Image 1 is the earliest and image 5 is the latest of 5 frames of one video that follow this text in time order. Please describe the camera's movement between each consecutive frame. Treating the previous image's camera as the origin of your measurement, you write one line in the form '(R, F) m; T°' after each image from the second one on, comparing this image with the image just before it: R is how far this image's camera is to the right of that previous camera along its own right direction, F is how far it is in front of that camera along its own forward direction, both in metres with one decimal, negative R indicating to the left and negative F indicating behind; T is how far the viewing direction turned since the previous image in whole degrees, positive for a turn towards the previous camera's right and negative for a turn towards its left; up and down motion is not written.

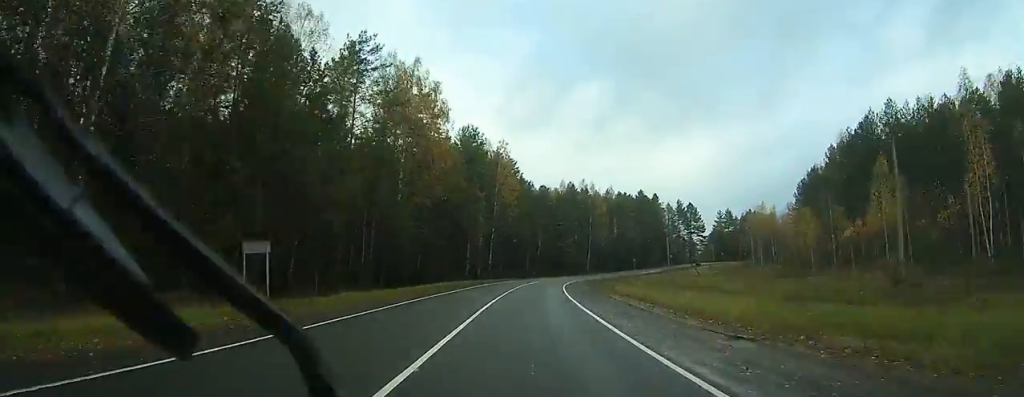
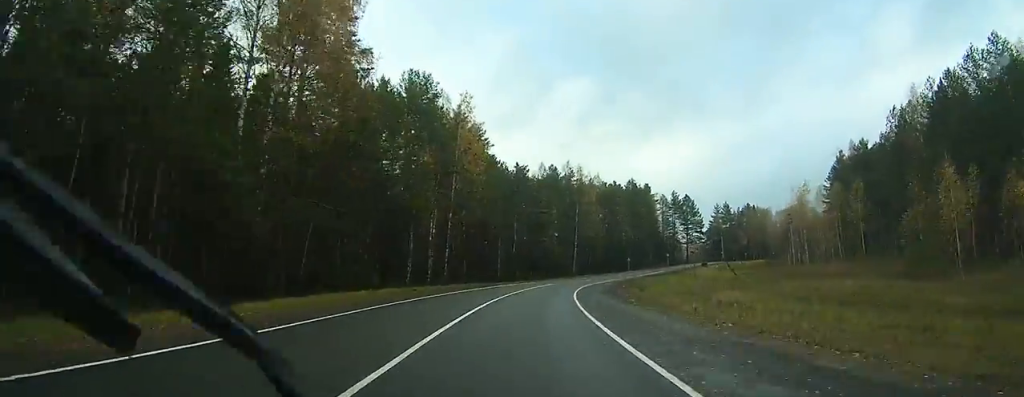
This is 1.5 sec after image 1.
(+0.5, +28.1) m; +2°
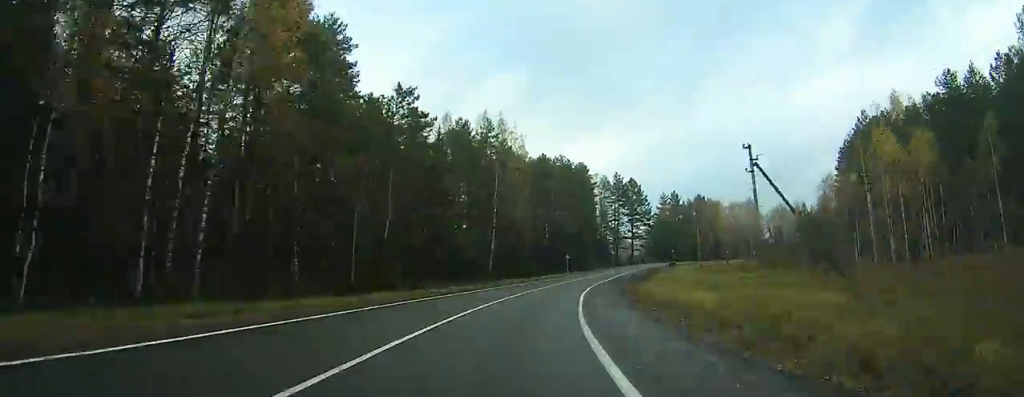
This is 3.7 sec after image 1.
(+1.7, +42.5) m; +7°
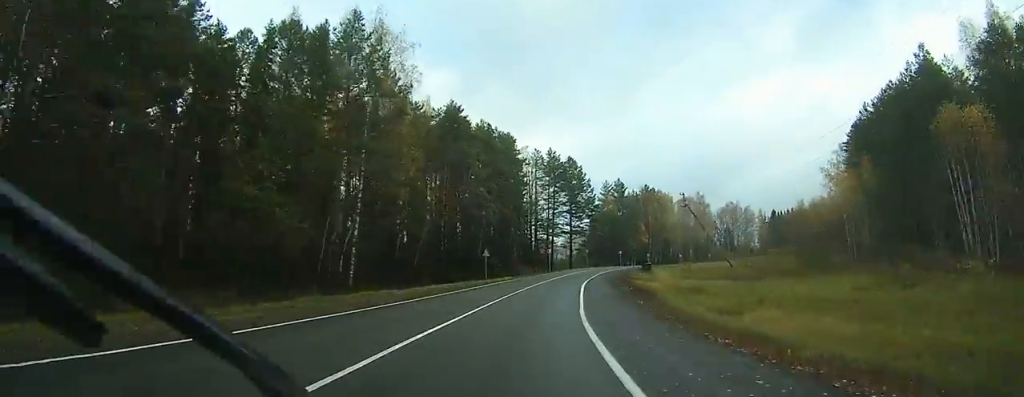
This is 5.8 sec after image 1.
(+2.7, +37.4) m; +8°
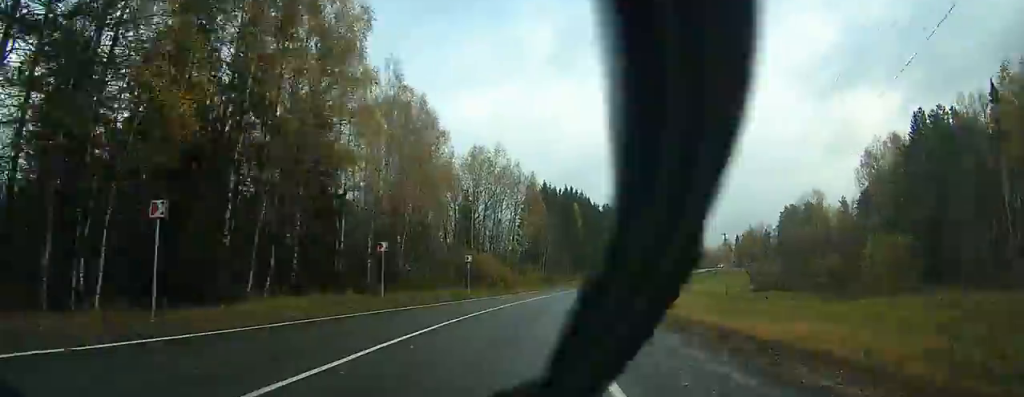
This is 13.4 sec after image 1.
(+39.0, +123.9) m; +28°
